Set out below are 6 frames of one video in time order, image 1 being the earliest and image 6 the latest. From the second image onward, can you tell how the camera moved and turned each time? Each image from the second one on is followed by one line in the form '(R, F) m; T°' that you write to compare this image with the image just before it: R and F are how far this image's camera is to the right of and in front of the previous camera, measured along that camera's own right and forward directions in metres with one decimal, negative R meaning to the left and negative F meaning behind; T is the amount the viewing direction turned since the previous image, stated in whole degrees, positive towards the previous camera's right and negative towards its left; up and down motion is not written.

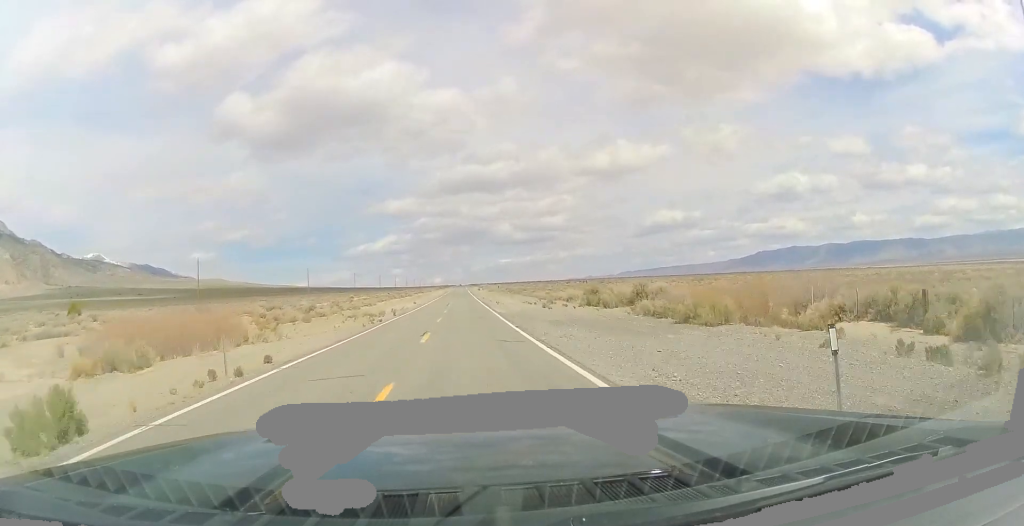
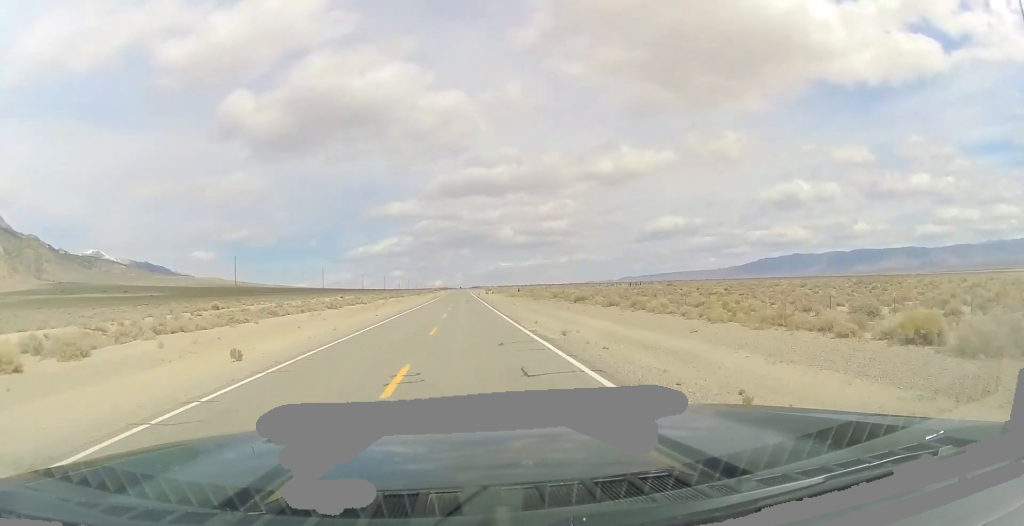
(-0.2, +70.7) m; 0°
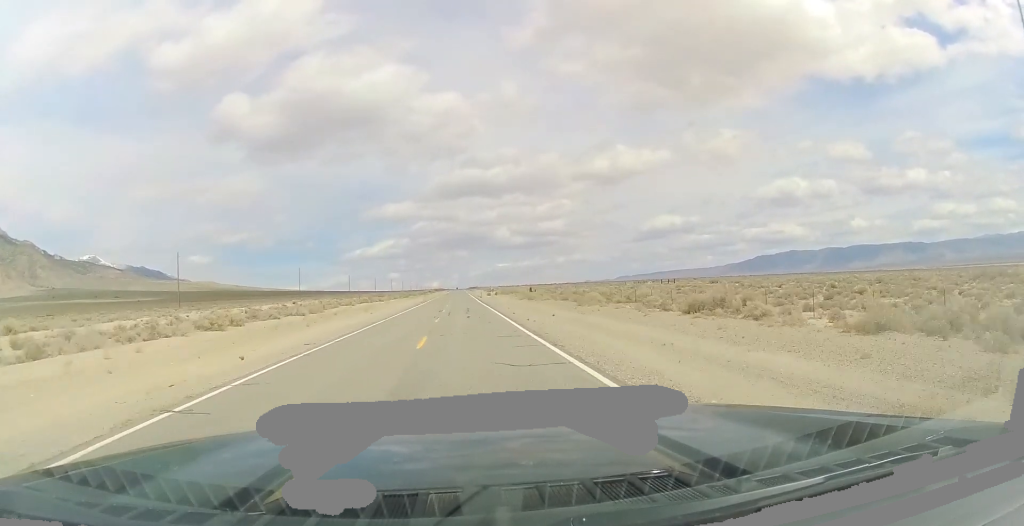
(-0.3, +29.5) m; 0°
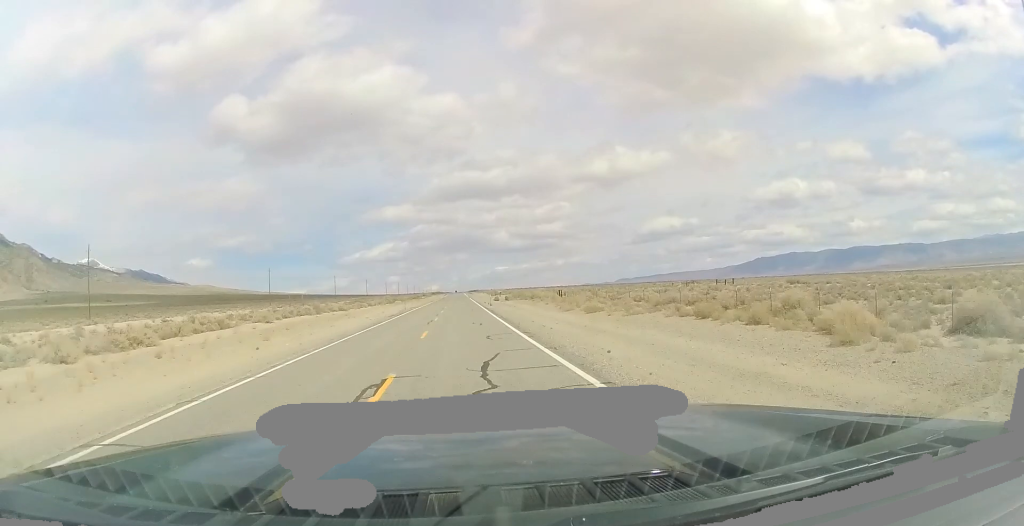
(+0.6, +31.8) m; 0°
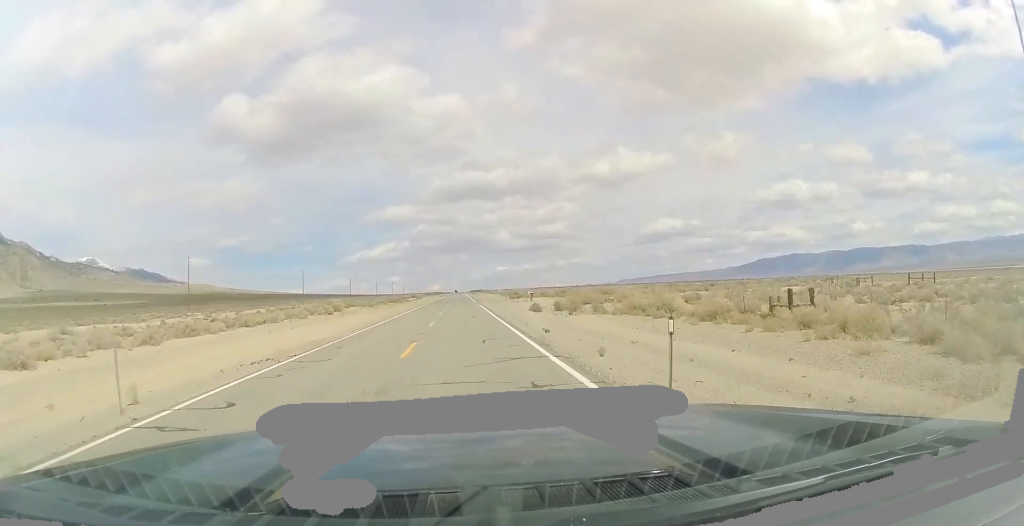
(-0.1, +54.5) m; 0°
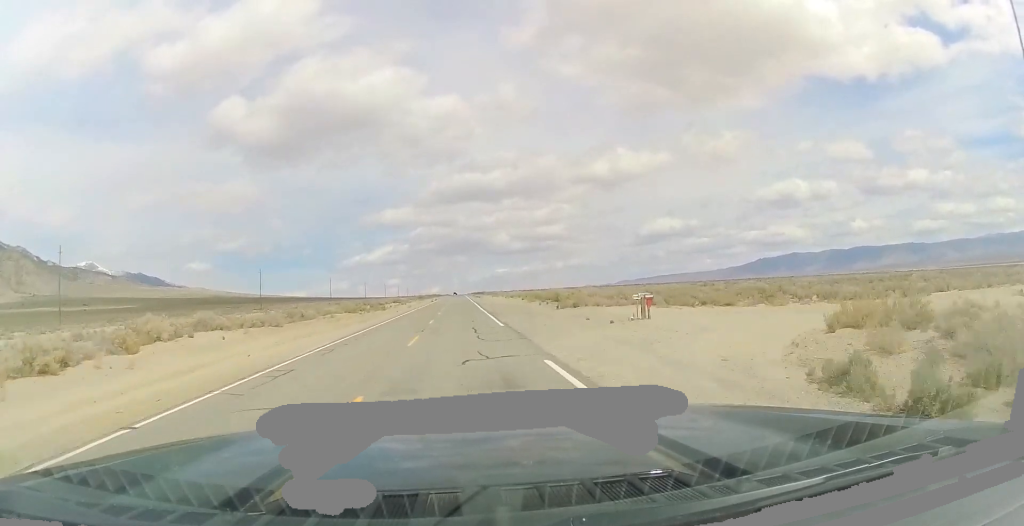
(+0.2, +45.0) m; 0°
